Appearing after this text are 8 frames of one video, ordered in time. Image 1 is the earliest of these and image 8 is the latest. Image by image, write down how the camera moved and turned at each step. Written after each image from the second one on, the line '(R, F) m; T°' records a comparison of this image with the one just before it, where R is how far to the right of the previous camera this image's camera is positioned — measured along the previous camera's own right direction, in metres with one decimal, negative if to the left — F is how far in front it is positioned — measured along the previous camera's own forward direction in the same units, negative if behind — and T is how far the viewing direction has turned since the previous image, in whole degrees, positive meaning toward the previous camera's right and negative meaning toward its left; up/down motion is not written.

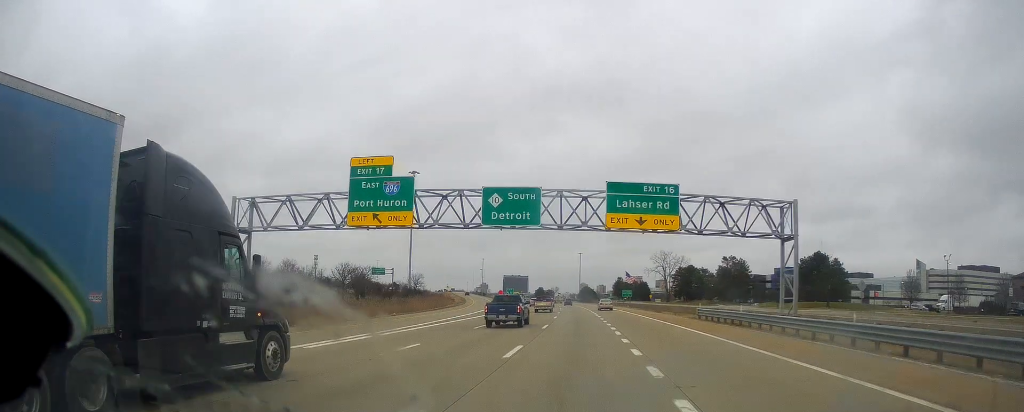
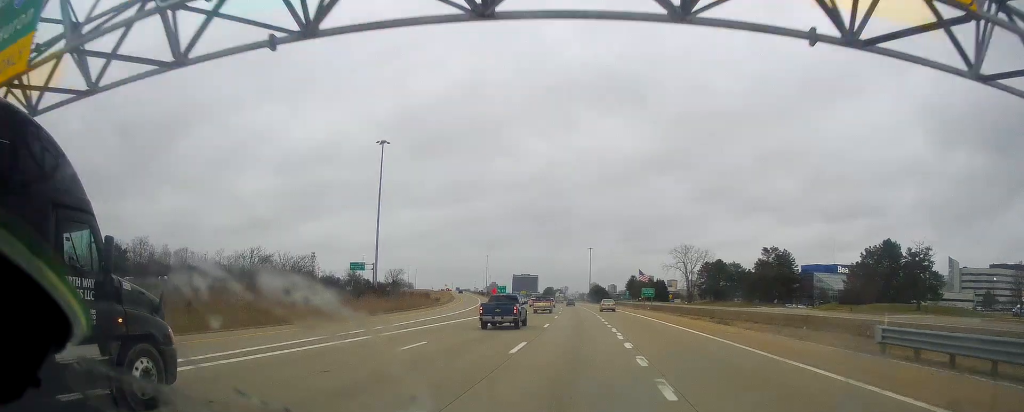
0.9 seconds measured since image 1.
(-1.1, +29.0) m; -2°
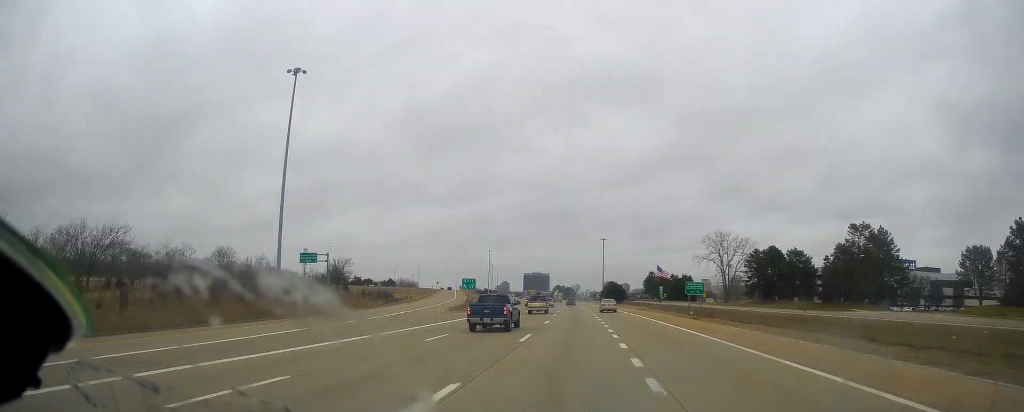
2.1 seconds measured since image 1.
(-0.1, +41.4) m; -1°
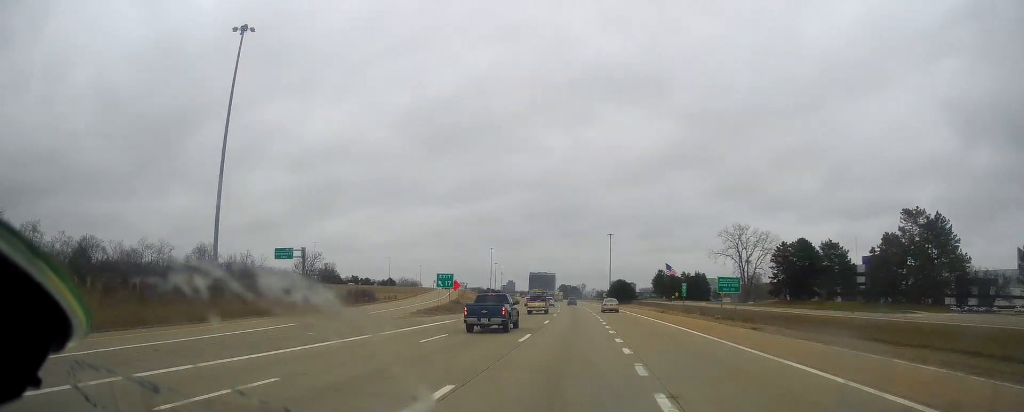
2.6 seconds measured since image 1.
(-0.2, +15.6) m; -1°
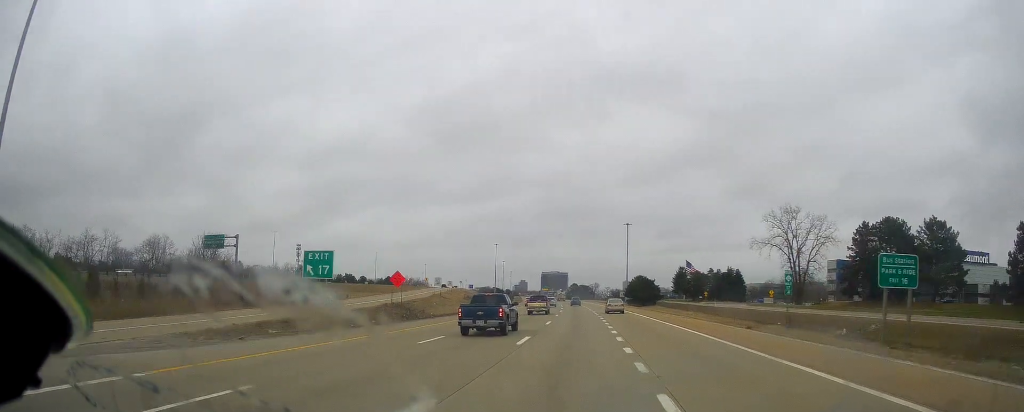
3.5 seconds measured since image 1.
(-0.5, +32.3) m; -1°
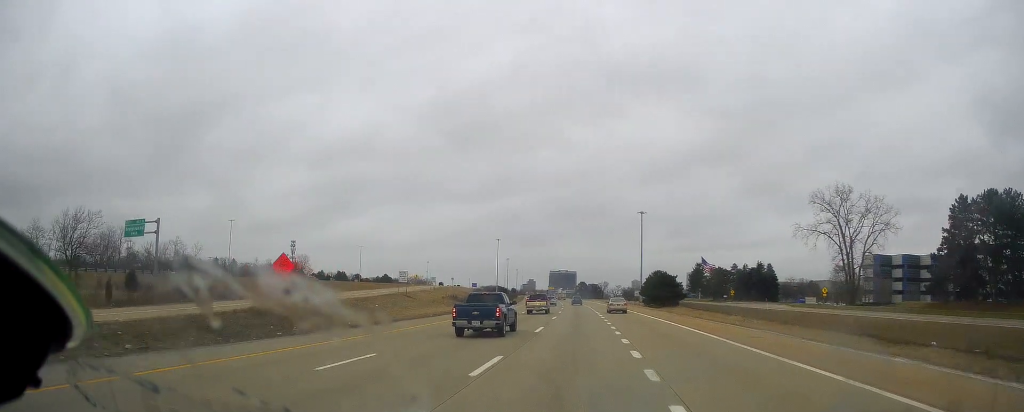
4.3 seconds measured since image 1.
(-0.3, +24.4) m; -1°
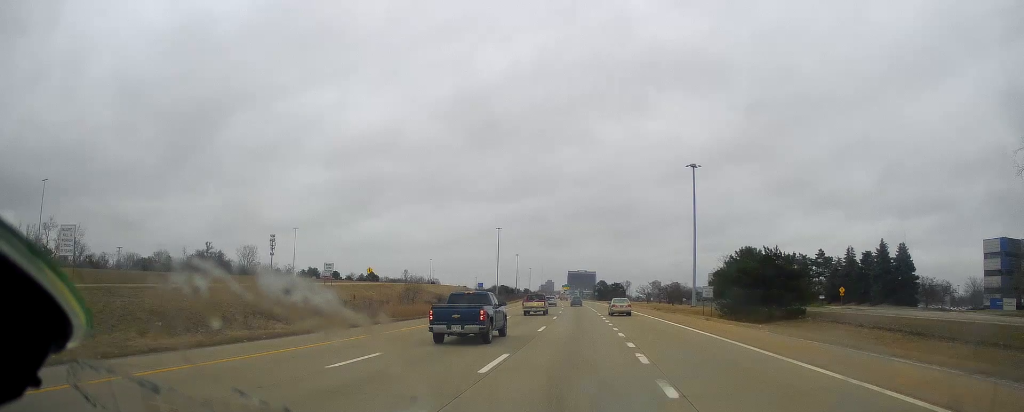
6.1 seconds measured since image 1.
(-0.7, +60.9) m; -2°
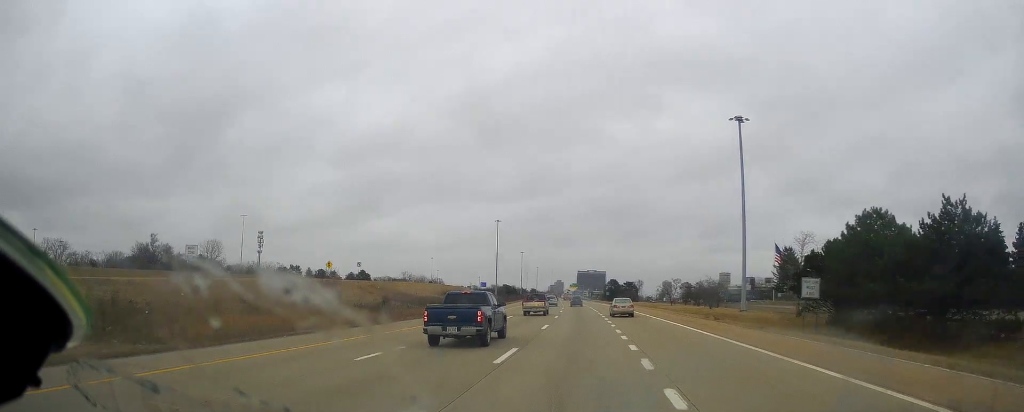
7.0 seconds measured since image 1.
(0.0, +29.0) m; -1°
